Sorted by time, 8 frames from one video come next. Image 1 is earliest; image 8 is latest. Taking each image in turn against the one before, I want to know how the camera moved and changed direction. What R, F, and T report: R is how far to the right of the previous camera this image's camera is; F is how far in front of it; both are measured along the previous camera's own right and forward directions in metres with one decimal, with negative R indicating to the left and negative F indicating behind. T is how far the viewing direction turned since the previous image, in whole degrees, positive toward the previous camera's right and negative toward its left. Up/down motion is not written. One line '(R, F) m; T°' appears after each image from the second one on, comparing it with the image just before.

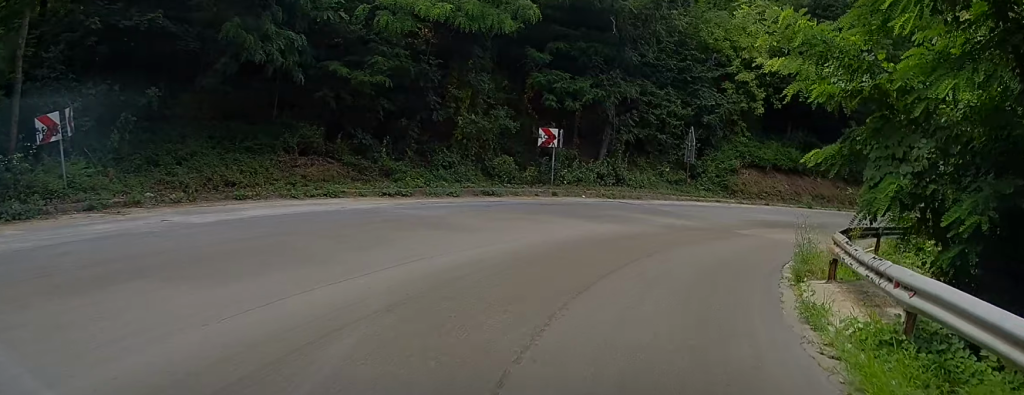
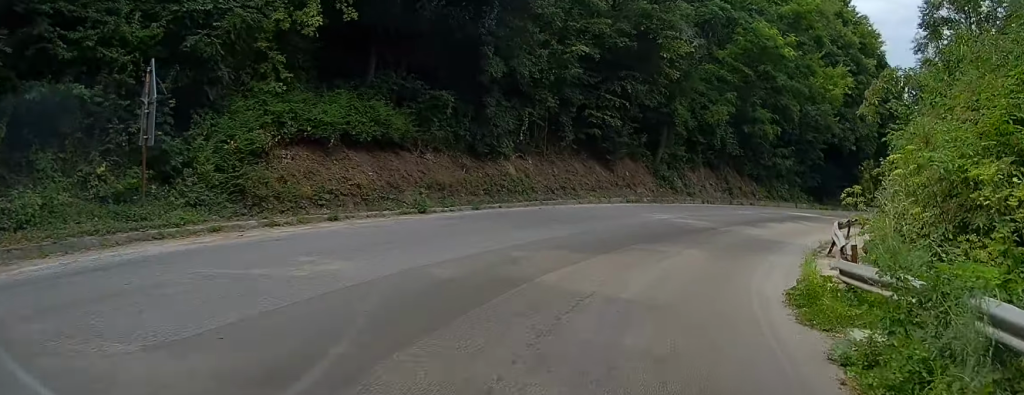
(+4.4, +15.7) m; +34°
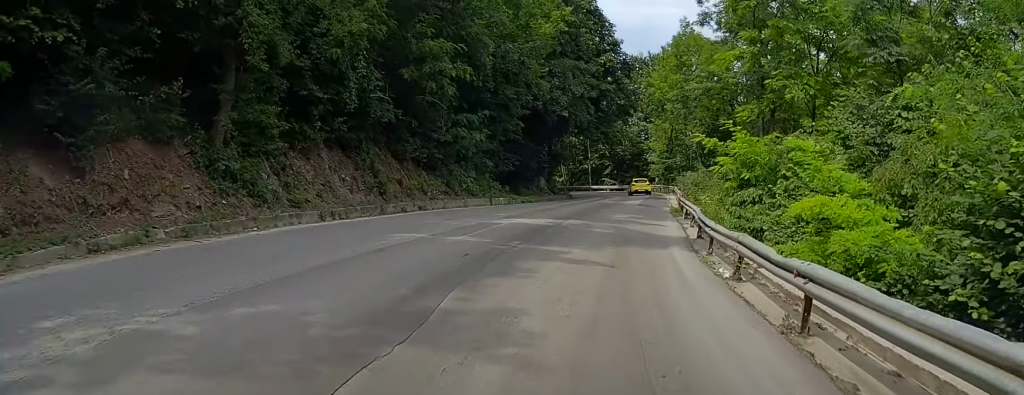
(+4.3, +16.4) m; +23°
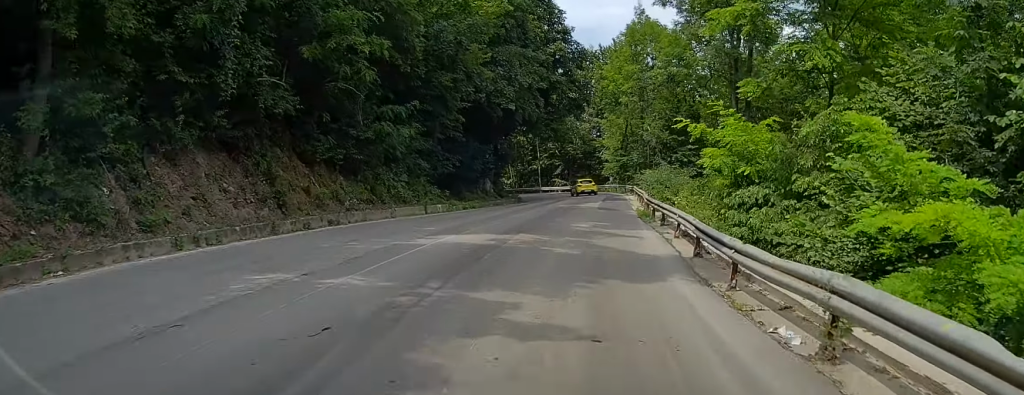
(+0.4, +4.9) m; +3°
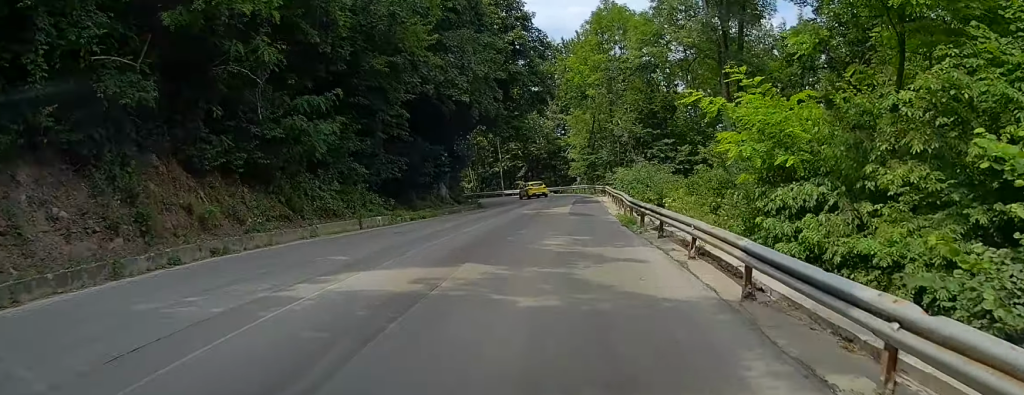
(+0.1, +5.0) m; +3°
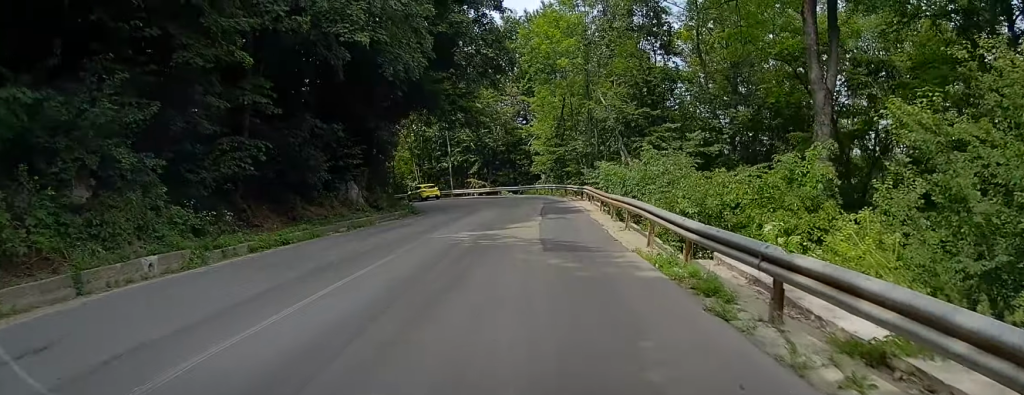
(+0.4, +13.3) m; +3°
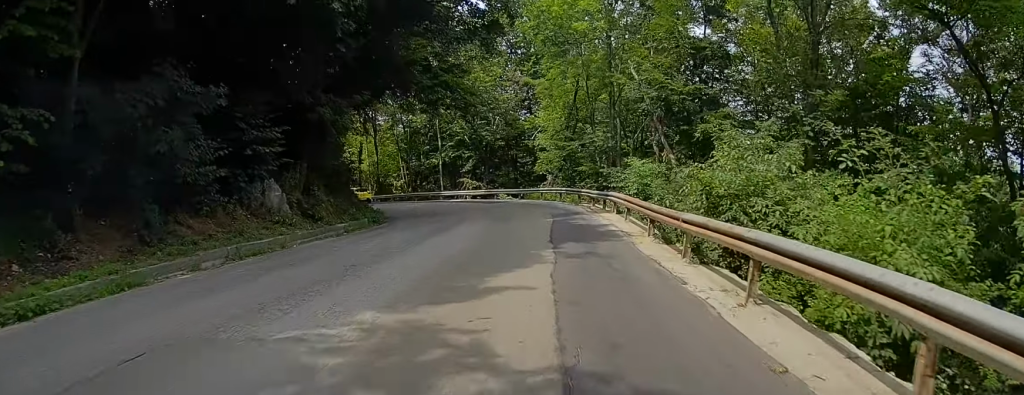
(+0.1, +10.2) m; +1°
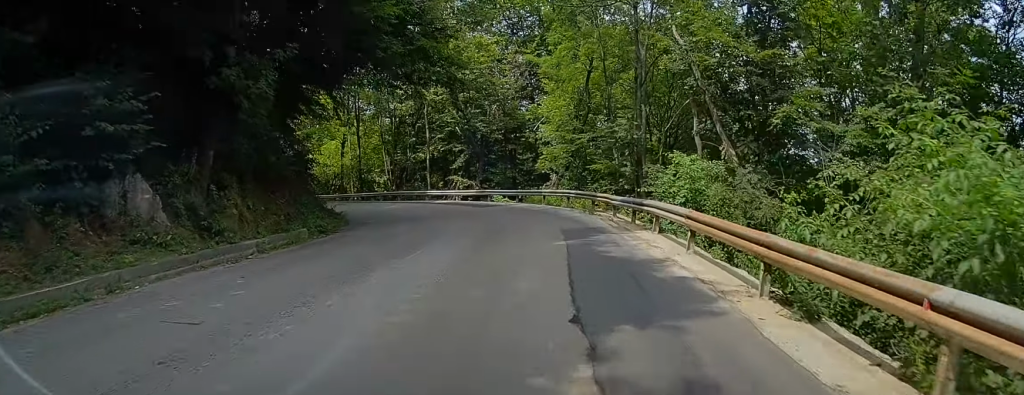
(0.0, +7.9) m; 0°
